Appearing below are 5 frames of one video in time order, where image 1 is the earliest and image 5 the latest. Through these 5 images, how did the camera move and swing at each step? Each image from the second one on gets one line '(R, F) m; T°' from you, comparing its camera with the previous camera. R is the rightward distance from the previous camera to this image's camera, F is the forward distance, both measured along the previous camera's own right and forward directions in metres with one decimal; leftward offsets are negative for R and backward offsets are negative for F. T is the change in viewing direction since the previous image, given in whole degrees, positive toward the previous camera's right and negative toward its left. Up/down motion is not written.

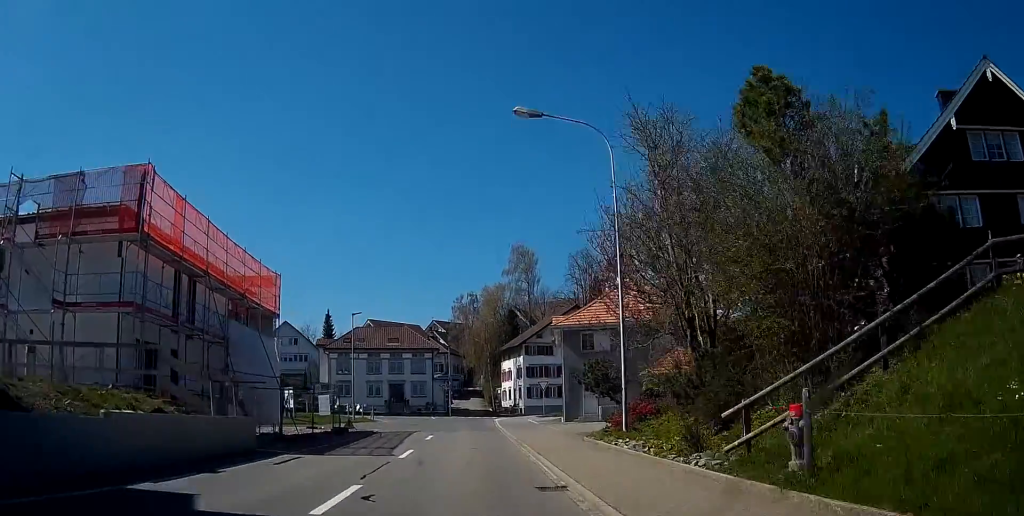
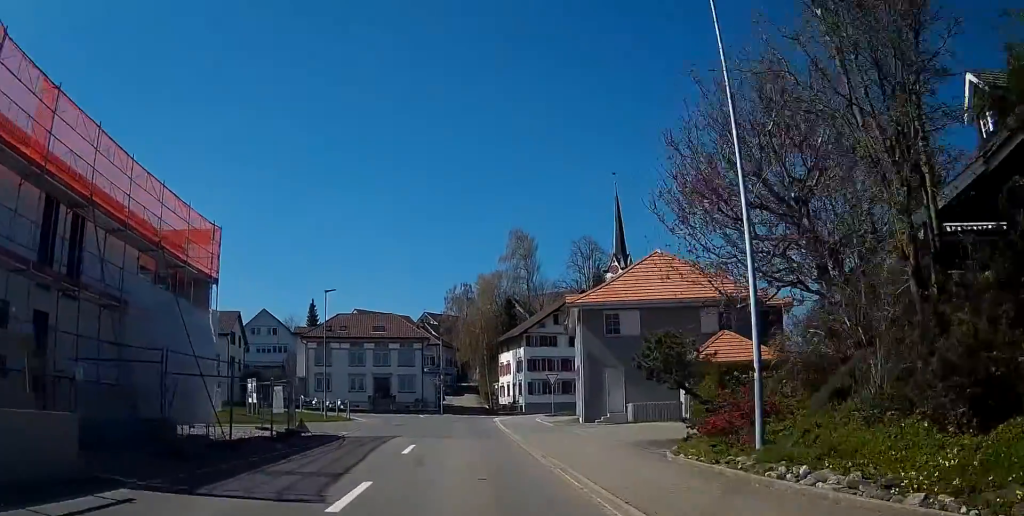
(+0.1, +9.0) m; 0°
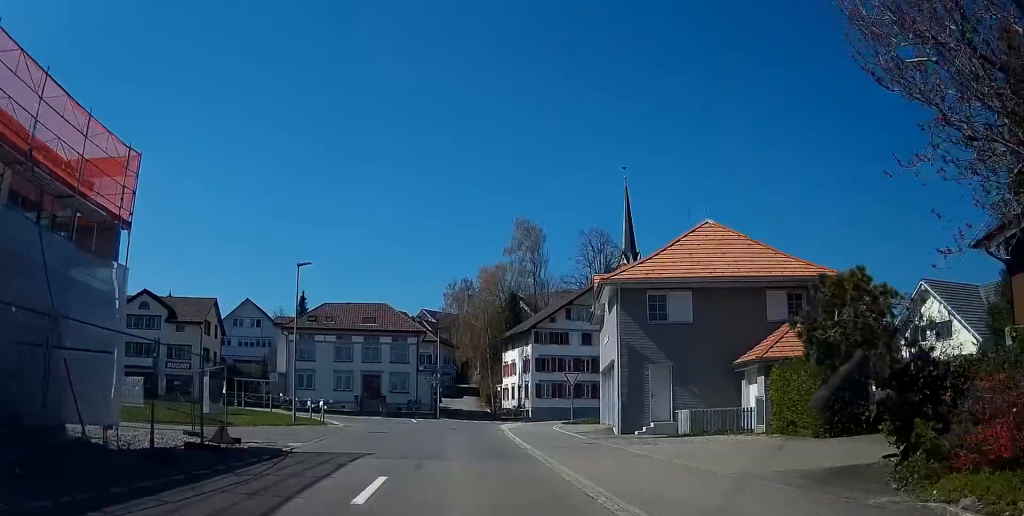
(0.0, +8.3) m; 0°
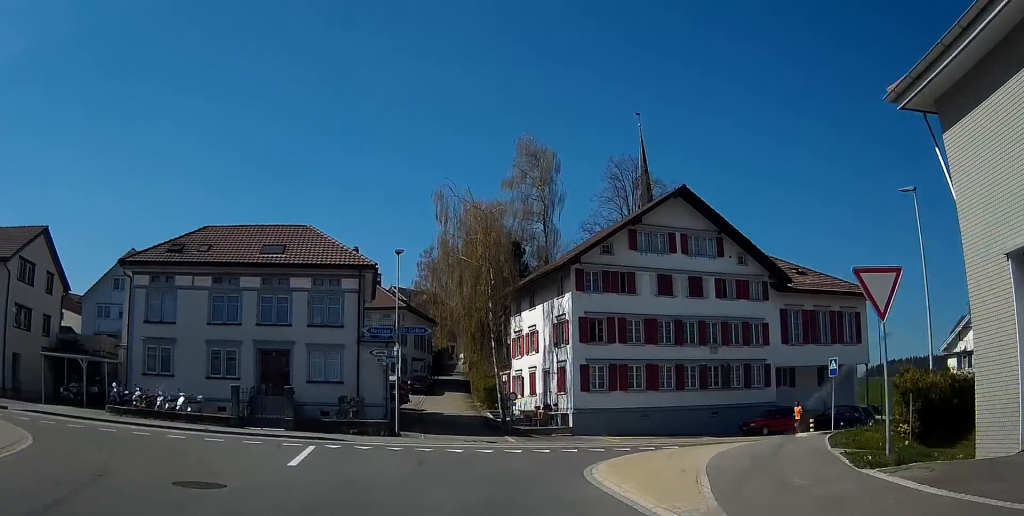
(+0.8, +29.8) m; +4°
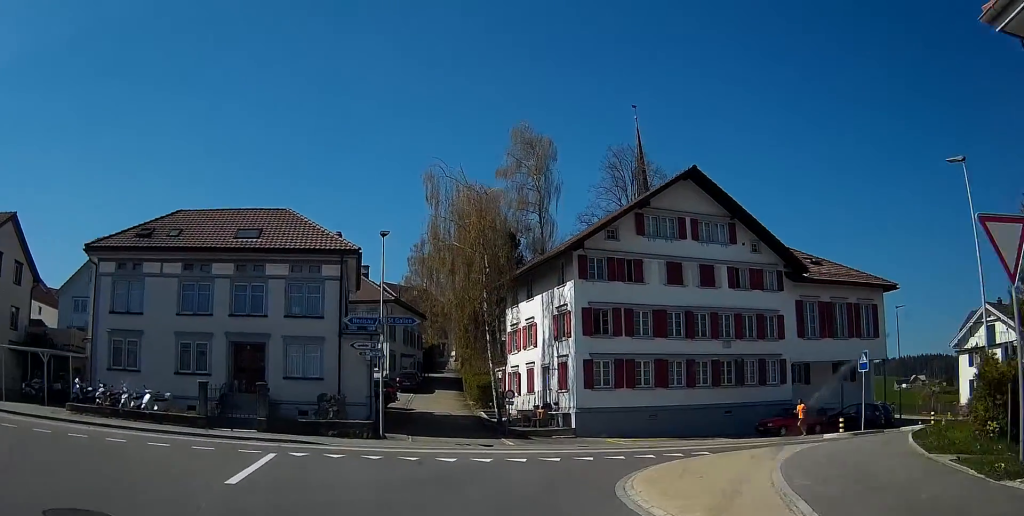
(0.0, +3.0) m; +2°
